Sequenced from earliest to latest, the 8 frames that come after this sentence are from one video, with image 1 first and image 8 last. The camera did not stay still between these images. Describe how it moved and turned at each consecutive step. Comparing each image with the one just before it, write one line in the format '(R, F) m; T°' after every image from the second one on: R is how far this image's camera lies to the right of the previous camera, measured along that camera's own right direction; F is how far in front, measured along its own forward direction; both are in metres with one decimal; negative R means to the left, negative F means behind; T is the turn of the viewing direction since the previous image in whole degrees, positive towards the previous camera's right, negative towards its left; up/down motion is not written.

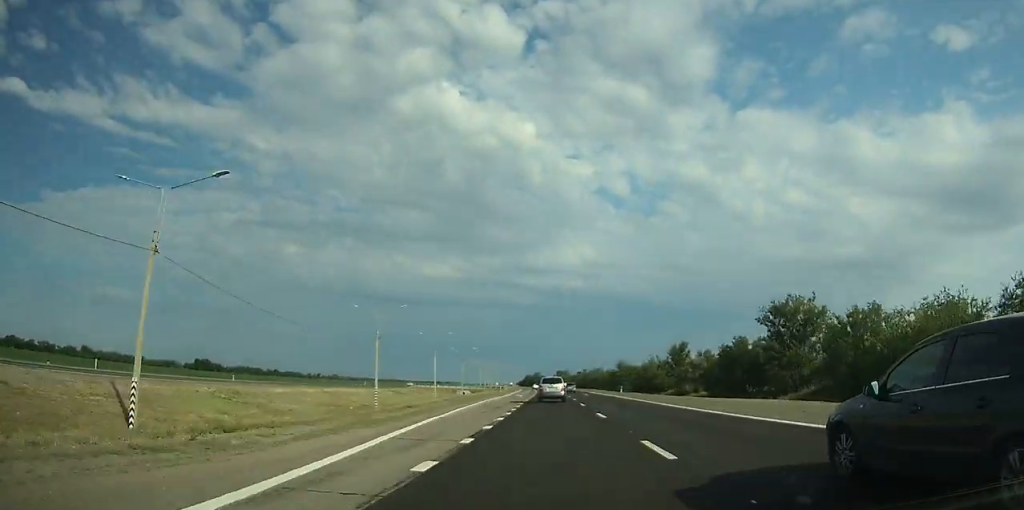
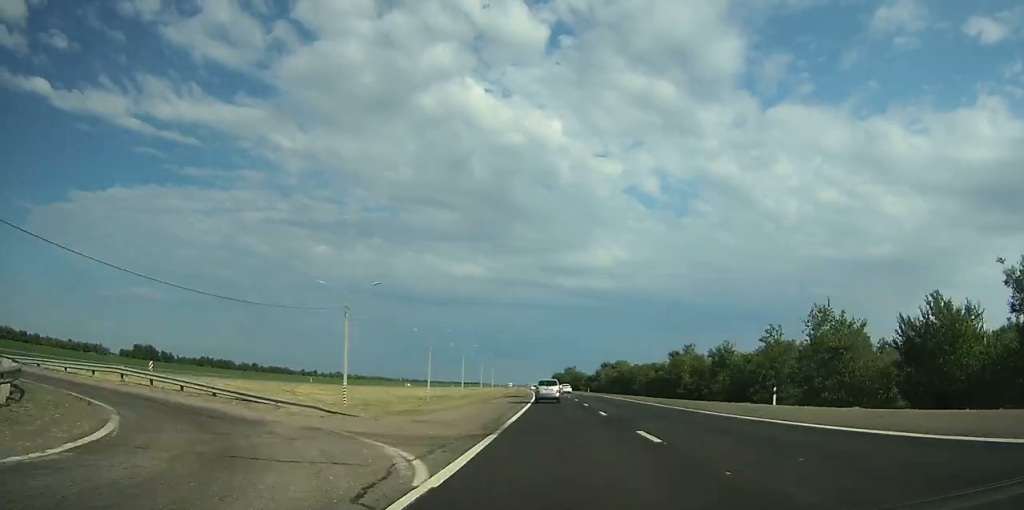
(-2.9, +154.6) m; -3°
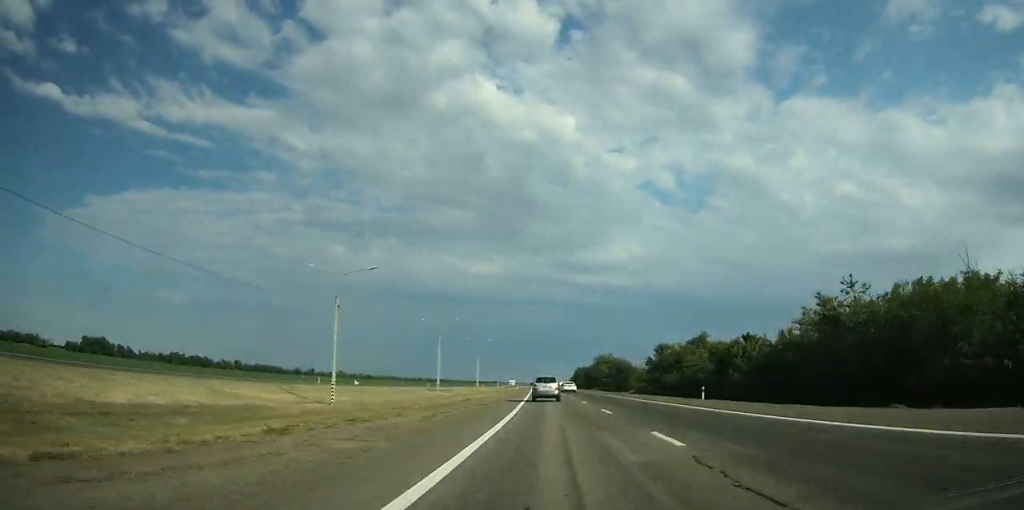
(-1.7, +85.5) m; -2°
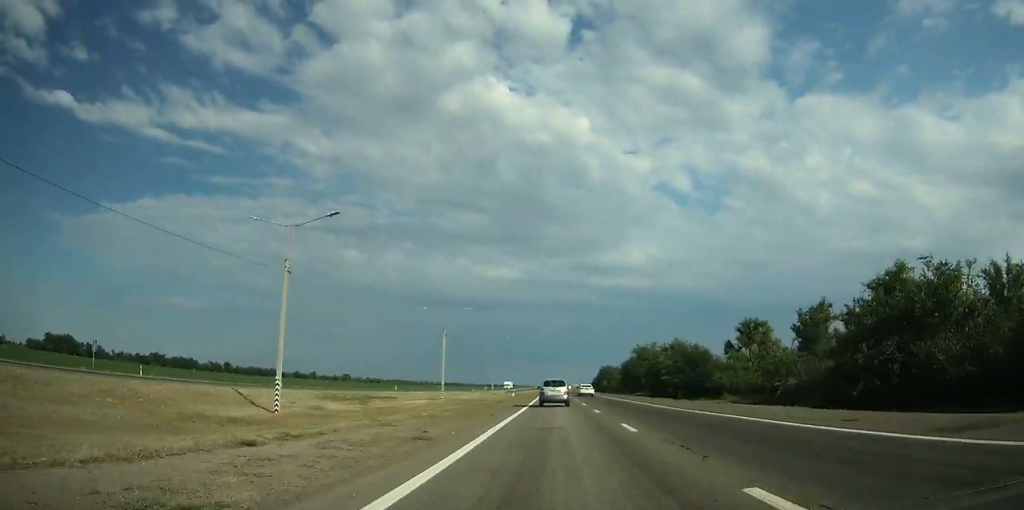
(-1.0, +53.7) m; -1°
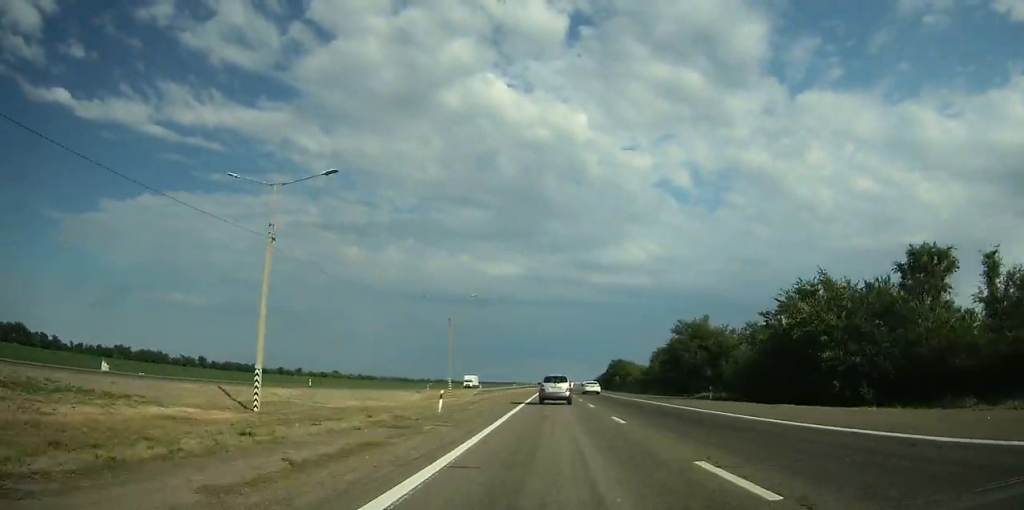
(-0.3, +42.7) m; 0°
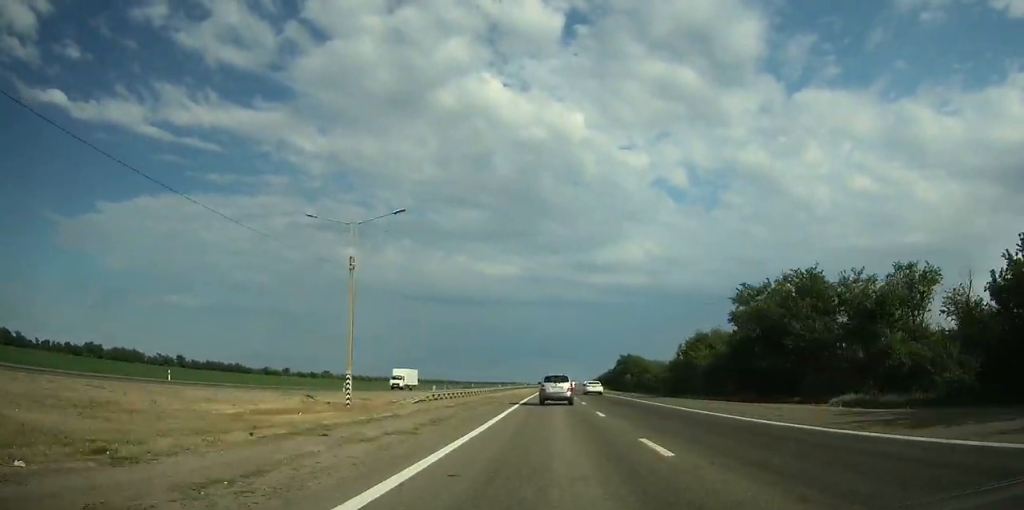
(-0.1, +31.8) m; 0°
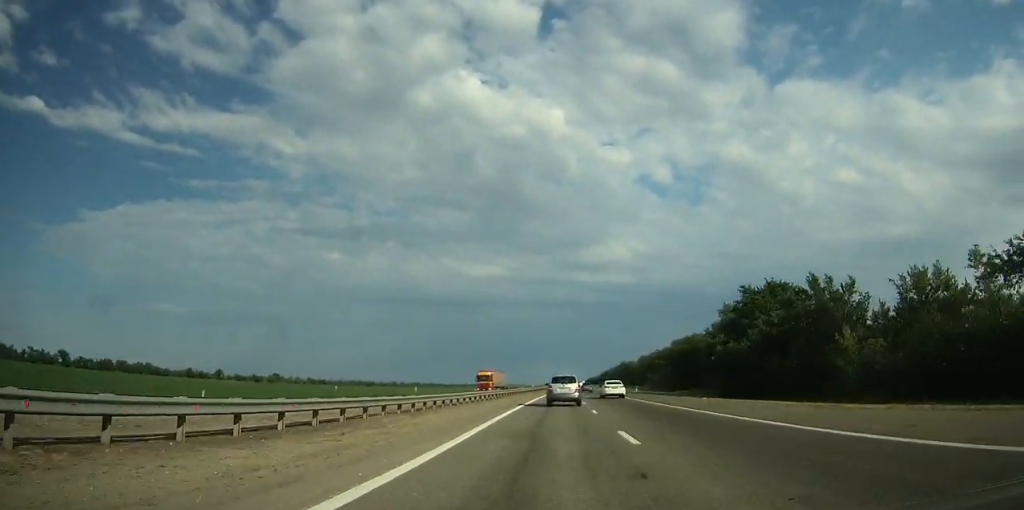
(+0.8, +132.4) m; +1°
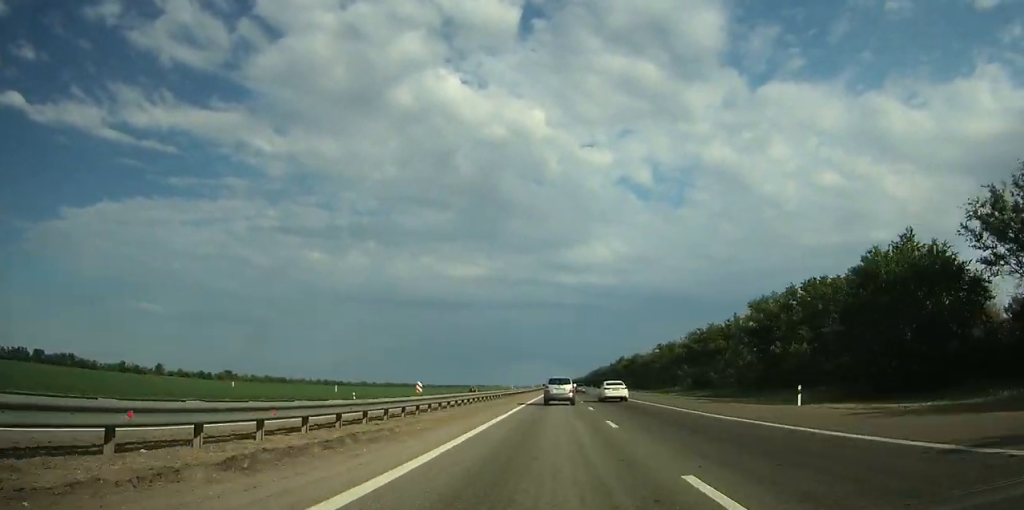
(+0.7, +69.1) m; +1°
